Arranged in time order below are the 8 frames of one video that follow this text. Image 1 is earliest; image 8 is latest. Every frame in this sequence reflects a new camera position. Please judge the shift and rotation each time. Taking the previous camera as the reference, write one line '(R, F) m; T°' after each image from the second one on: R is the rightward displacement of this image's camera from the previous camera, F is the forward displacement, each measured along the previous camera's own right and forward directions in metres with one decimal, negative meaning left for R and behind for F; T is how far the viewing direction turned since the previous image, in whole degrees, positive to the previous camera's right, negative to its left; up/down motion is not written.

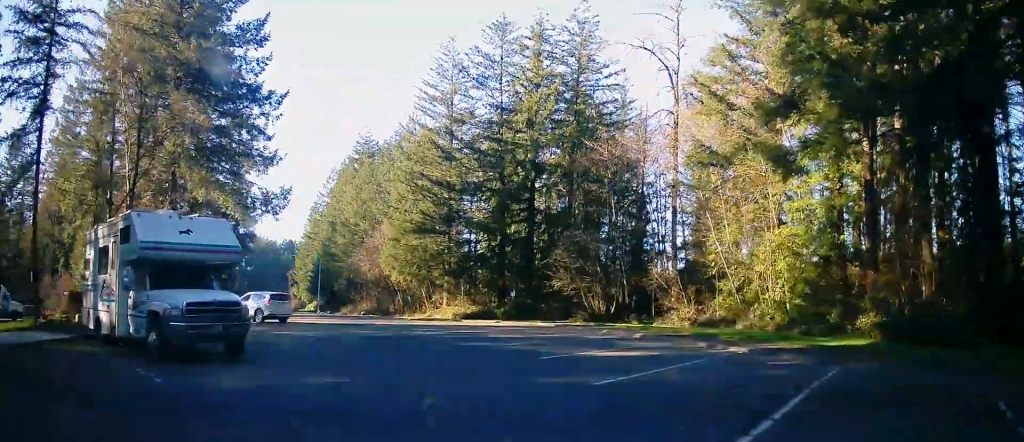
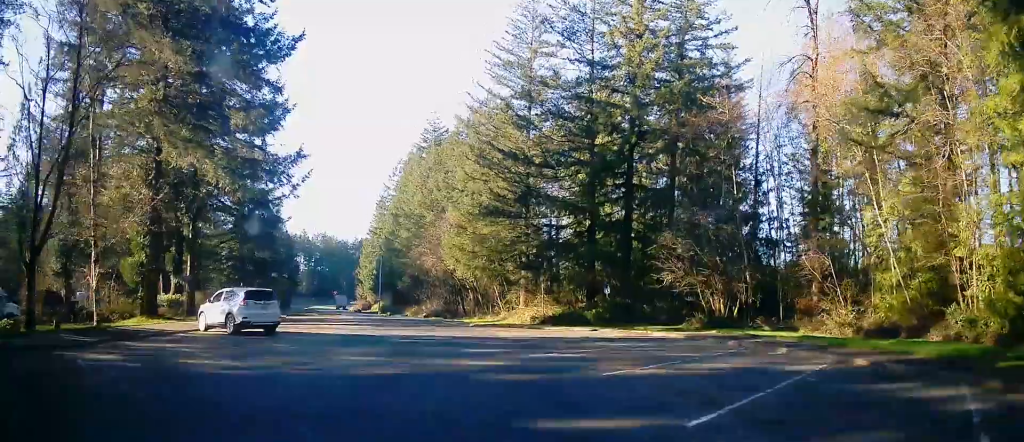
(-0.8, +11.3) m; -10°
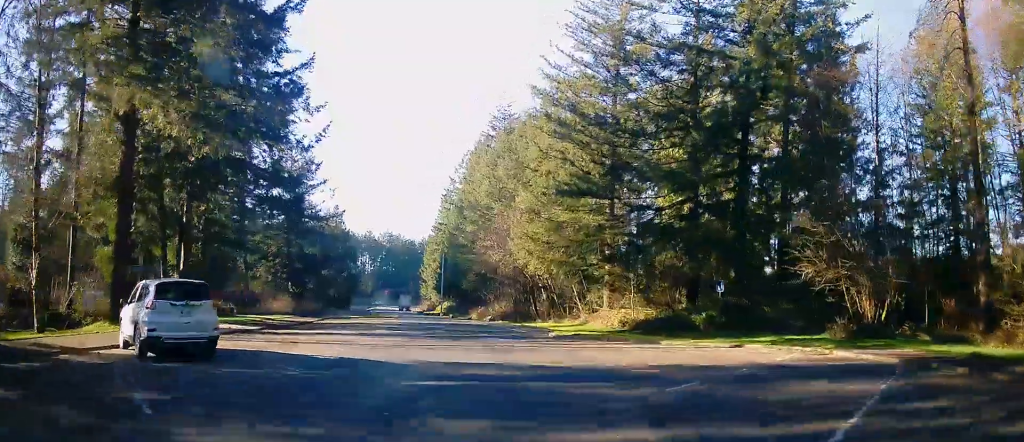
(-0.7, +9.7) m; -11°
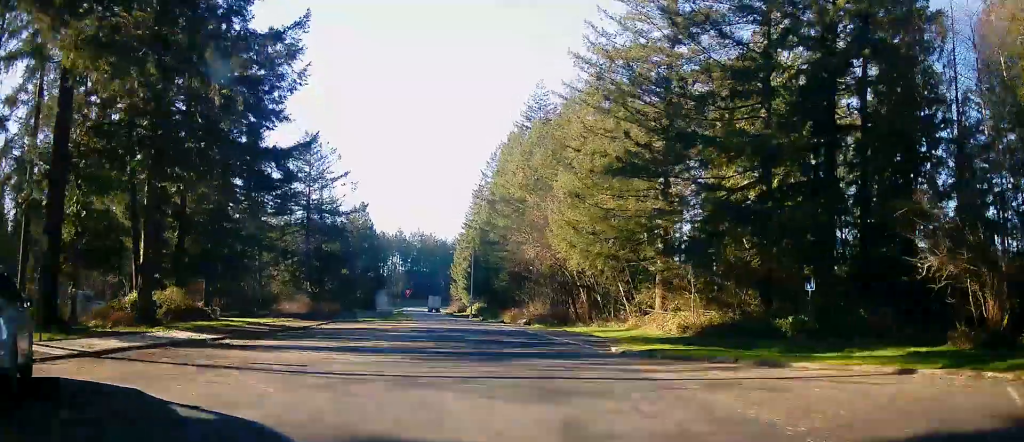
(-0.7, +7.1) m; -2°
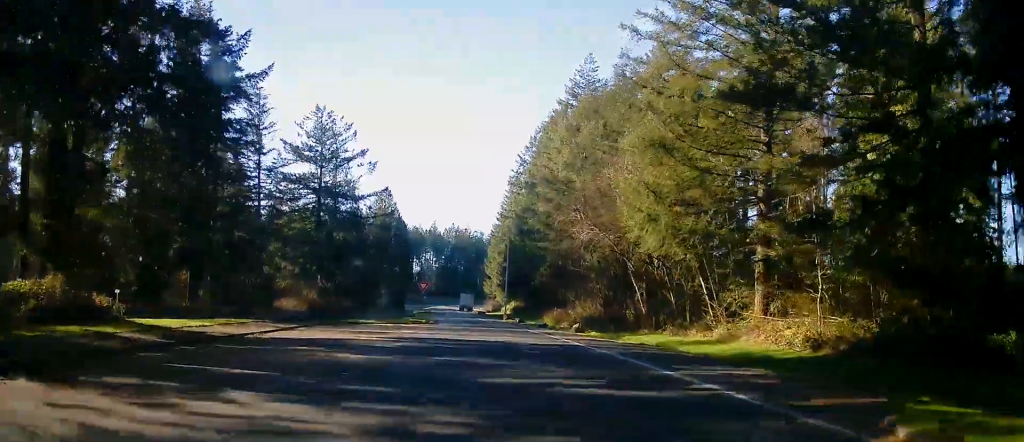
(+0.2, +12.4) m; 0°
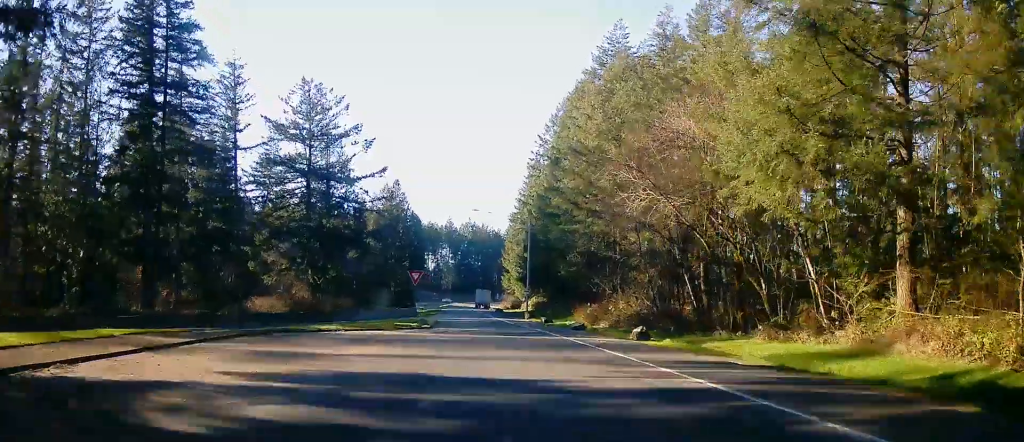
(-0.4, +11.8) m; -4°
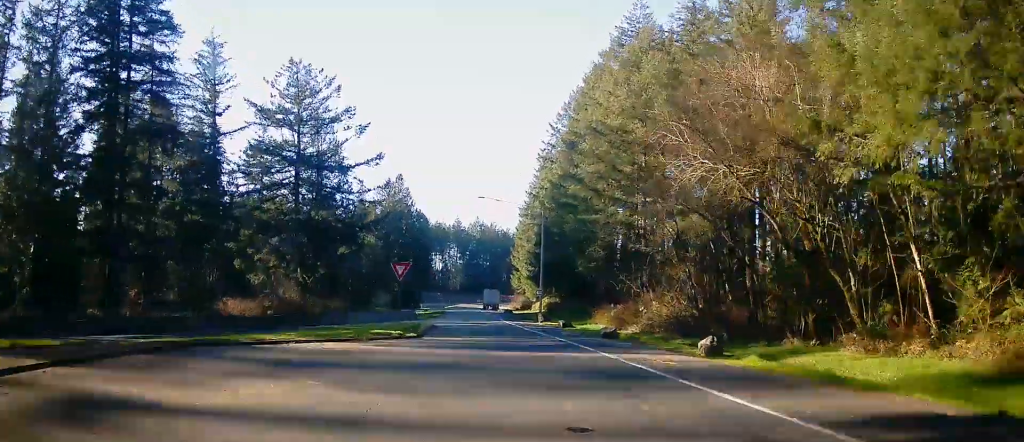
(-0.2, +7.1) m; -1°
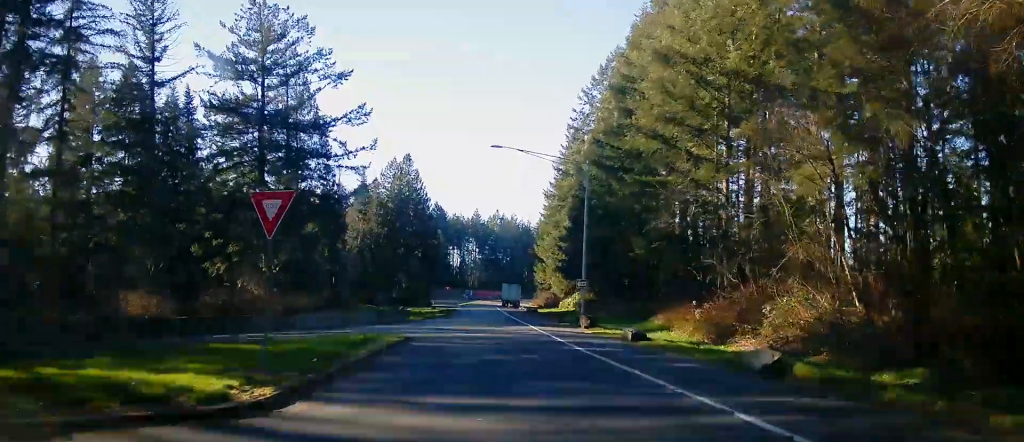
(0.0, +15.2) m; -2°
